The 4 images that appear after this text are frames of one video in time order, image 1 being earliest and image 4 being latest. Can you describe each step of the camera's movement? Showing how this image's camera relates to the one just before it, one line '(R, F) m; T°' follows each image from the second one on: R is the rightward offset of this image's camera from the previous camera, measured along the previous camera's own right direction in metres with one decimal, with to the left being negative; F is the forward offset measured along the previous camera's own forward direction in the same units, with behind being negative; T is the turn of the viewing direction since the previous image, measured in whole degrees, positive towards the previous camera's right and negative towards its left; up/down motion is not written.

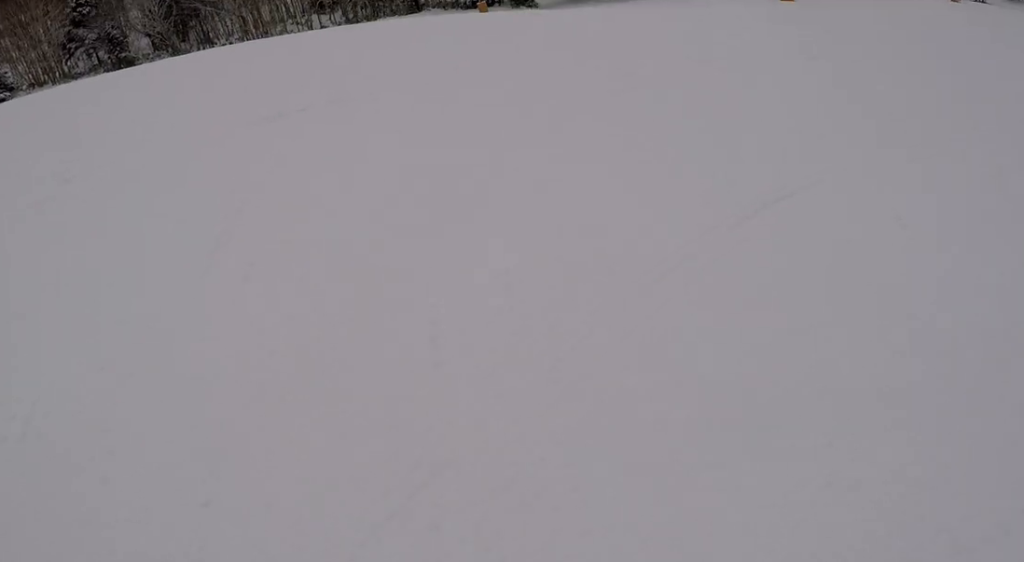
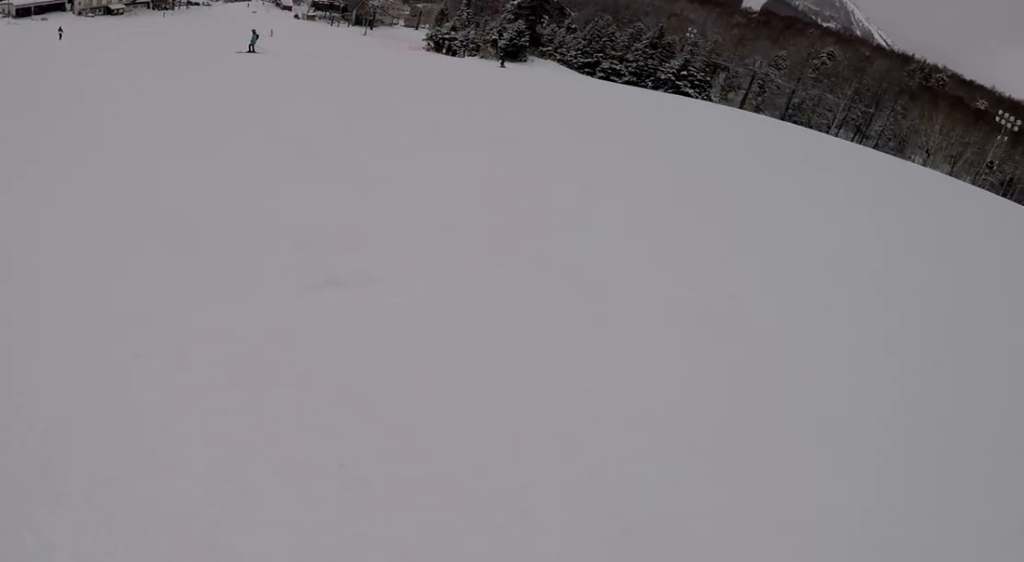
(+11.3, +6.3) m; +112°
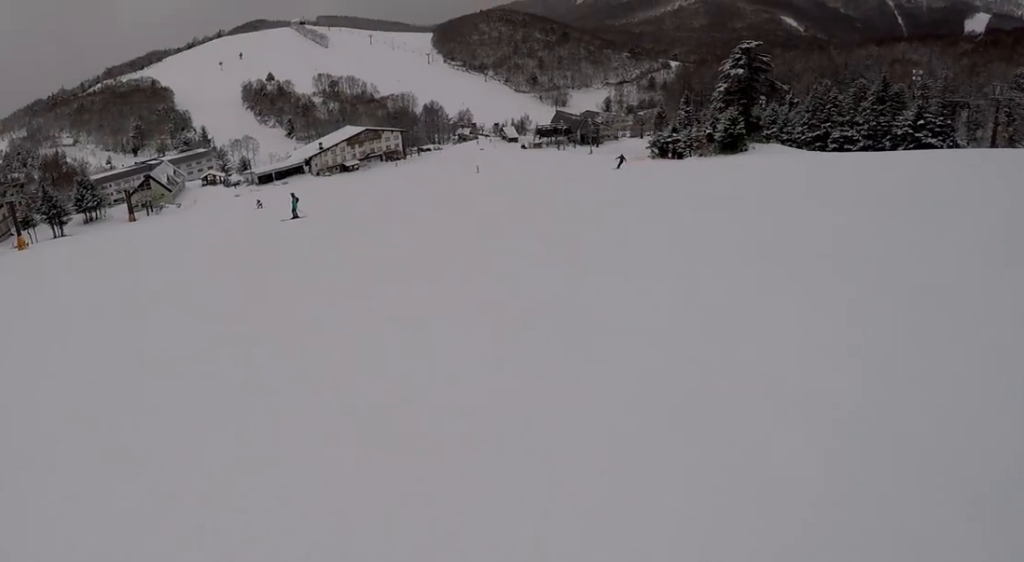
(-1.0, +7.0) m; -20°
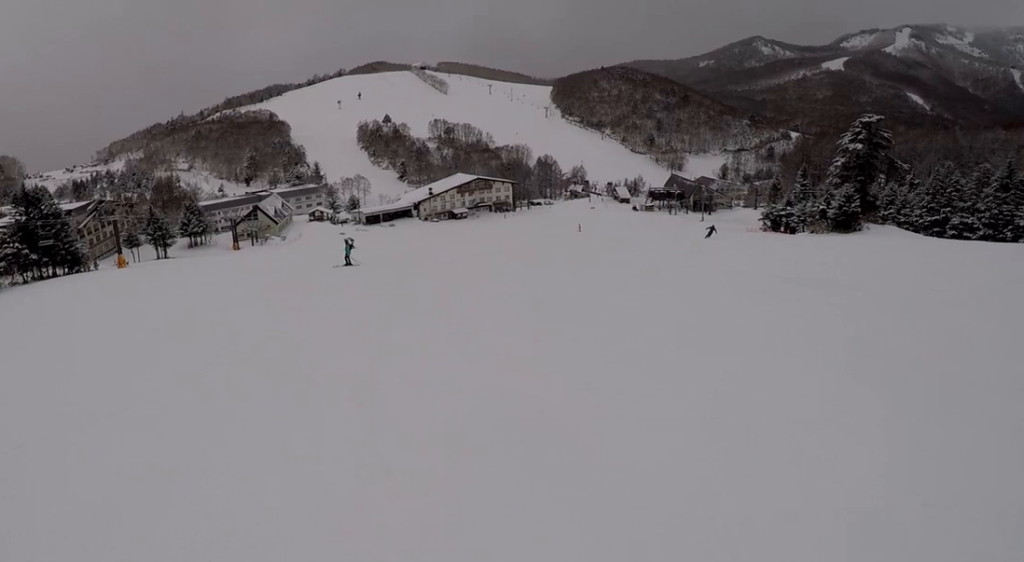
(0.0, +2.1) m; -8°
